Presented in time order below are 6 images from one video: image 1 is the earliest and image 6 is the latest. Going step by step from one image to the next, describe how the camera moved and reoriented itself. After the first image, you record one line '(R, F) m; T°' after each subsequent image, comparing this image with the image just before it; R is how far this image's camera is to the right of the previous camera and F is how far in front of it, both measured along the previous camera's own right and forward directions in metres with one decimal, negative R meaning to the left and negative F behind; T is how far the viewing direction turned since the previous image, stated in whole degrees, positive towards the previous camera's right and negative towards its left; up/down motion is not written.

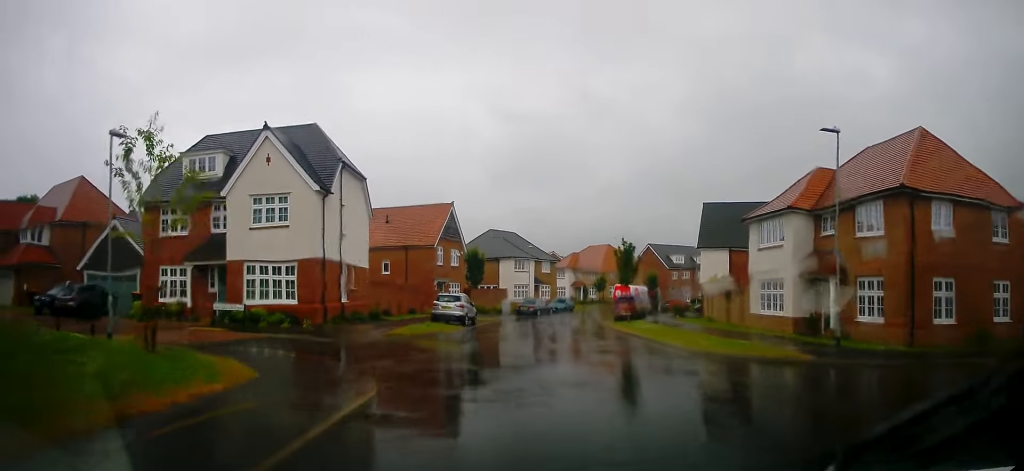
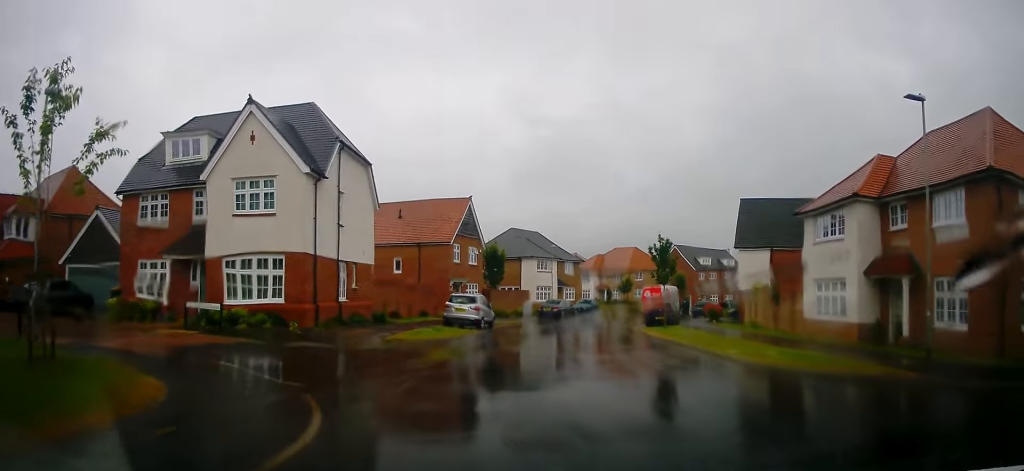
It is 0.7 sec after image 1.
(0.0, +3.4) m; 0°
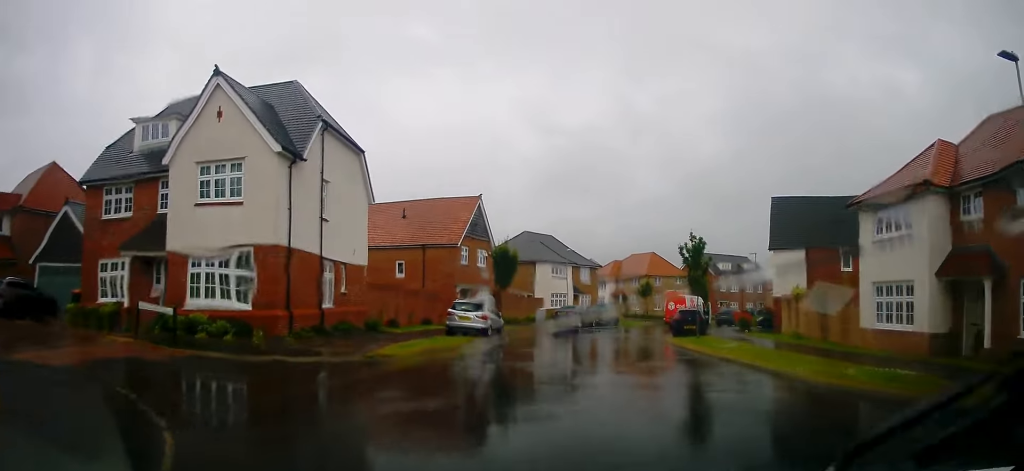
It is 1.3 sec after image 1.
(0.0, +3.5) m; 0°
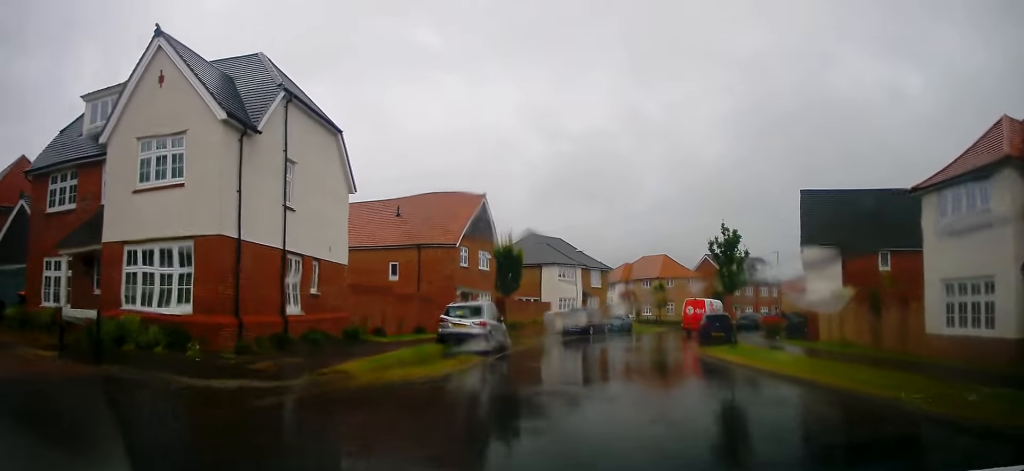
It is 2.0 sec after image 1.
(0.0, +3.7) m; 0°
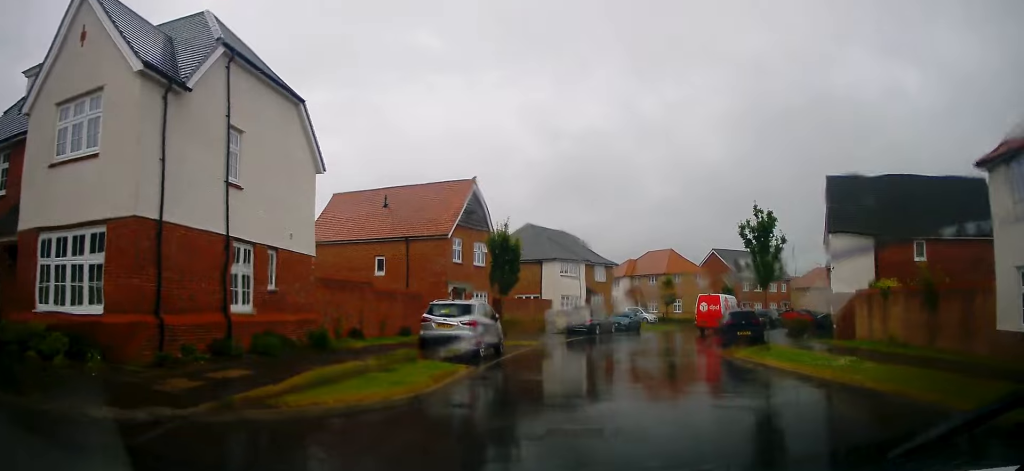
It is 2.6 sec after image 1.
(0.0, +3.2) m; 0°
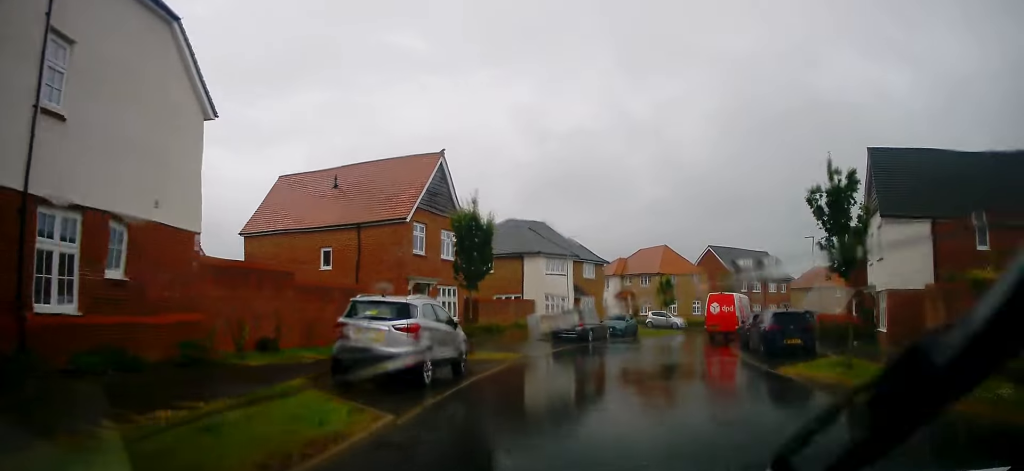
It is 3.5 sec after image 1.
(0.0, +6.1) m; 0°
